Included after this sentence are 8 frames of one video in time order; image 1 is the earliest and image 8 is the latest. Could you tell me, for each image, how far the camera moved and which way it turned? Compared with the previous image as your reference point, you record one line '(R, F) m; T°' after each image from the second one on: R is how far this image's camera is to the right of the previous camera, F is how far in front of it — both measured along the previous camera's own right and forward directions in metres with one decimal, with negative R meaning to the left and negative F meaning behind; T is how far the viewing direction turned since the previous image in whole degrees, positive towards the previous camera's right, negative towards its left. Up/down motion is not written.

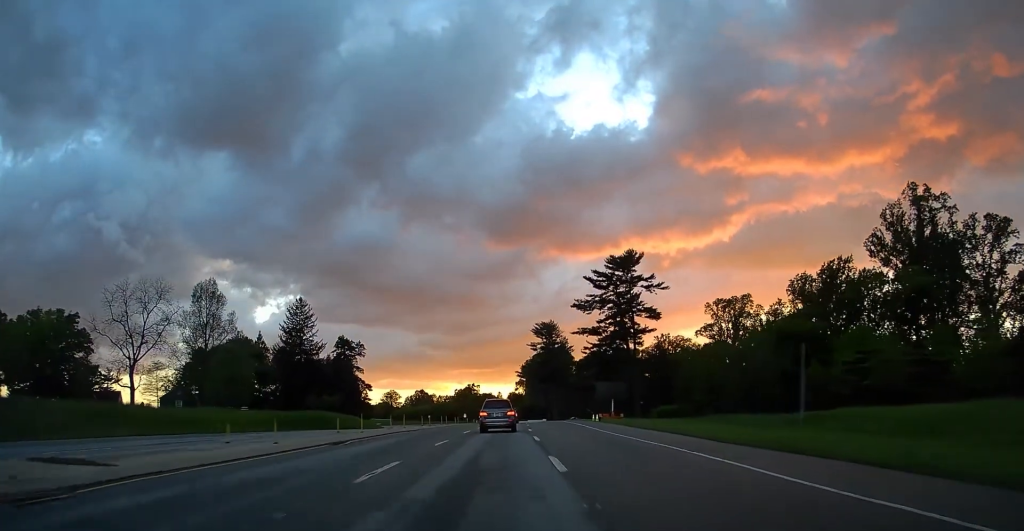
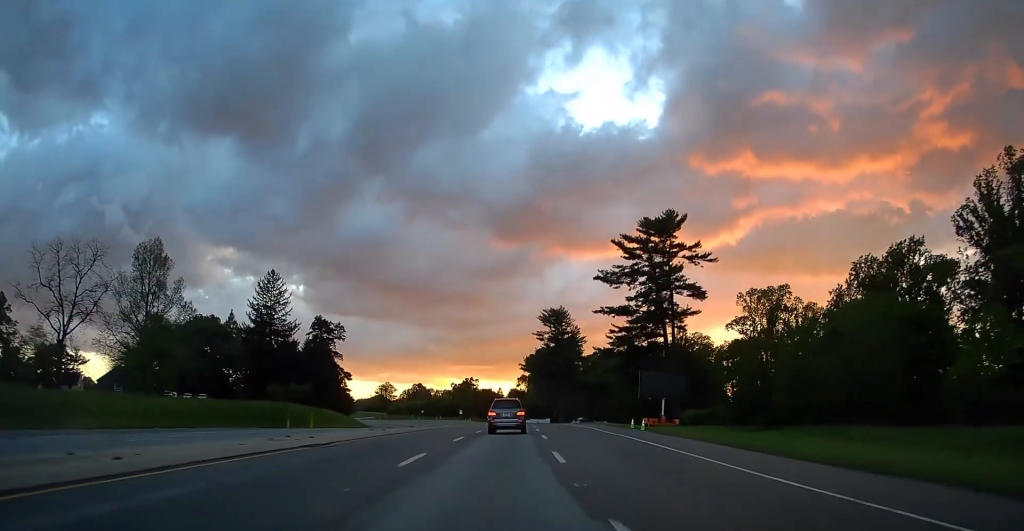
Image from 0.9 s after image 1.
(+0.1, +21.4) m; 0°
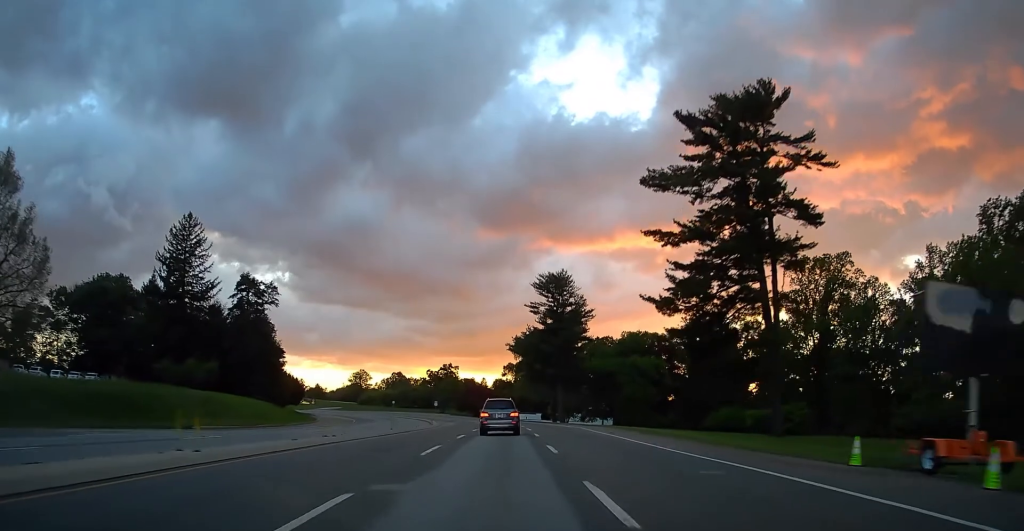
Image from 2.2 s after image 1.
(0.0, +33.0) m; 0°
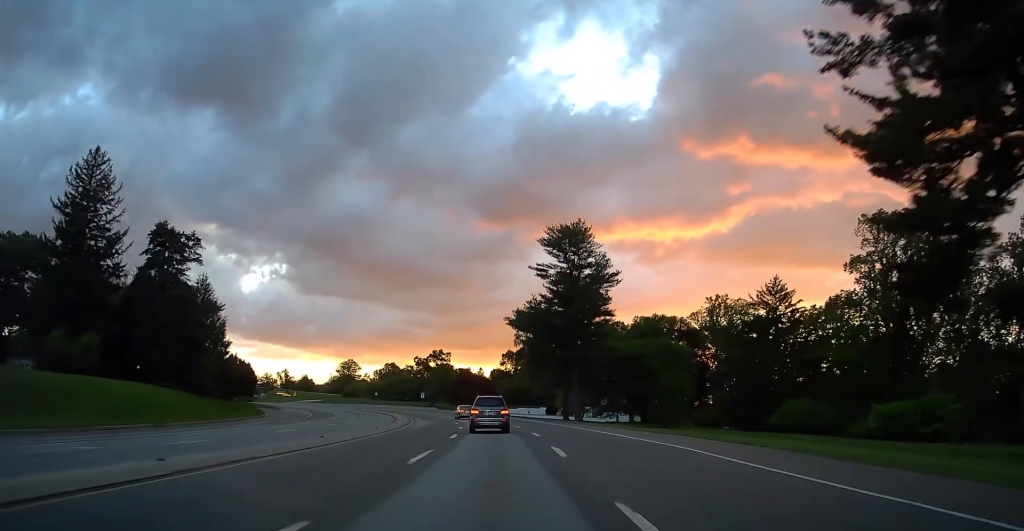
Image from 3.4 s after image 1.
(0.0, +27.1) m; -1°
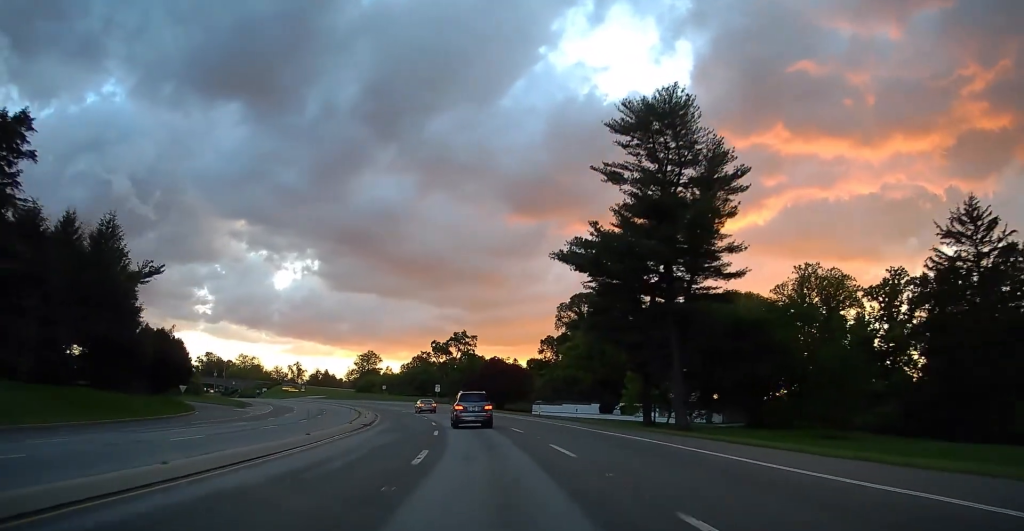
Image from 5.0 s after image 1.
(-1.0, +37.7) m; -4°
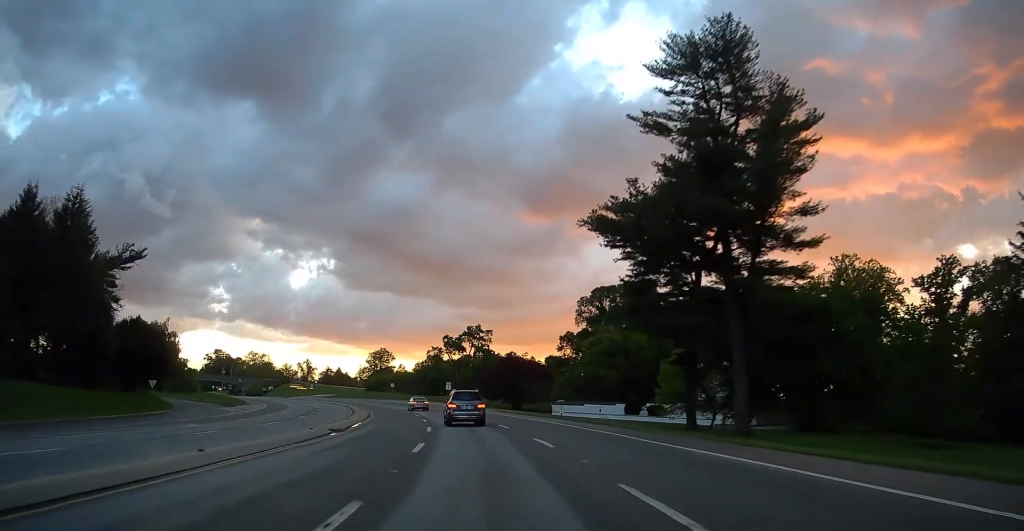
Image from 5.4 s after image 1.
(0.0, +10.2) m; -2°
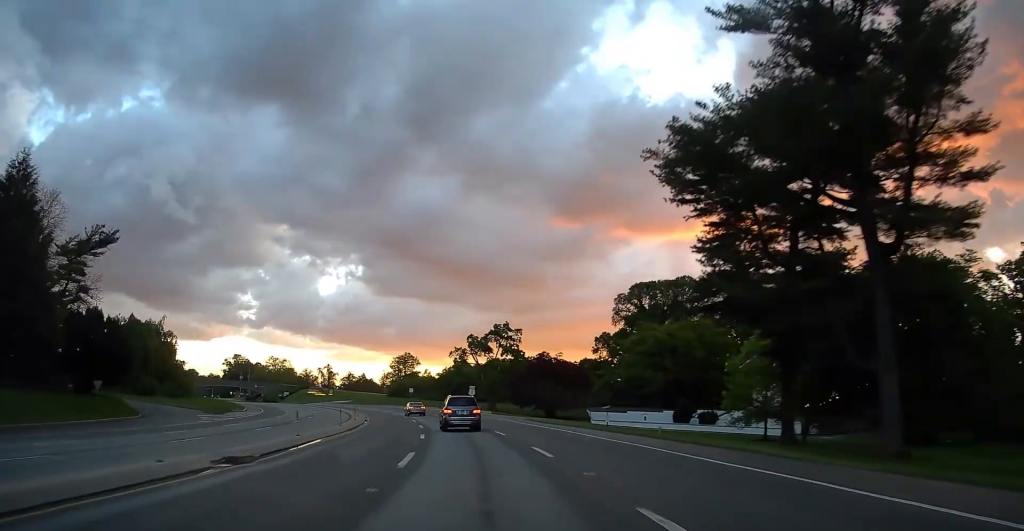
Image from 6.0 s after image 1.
(-0.4, +14.1) m; -3°
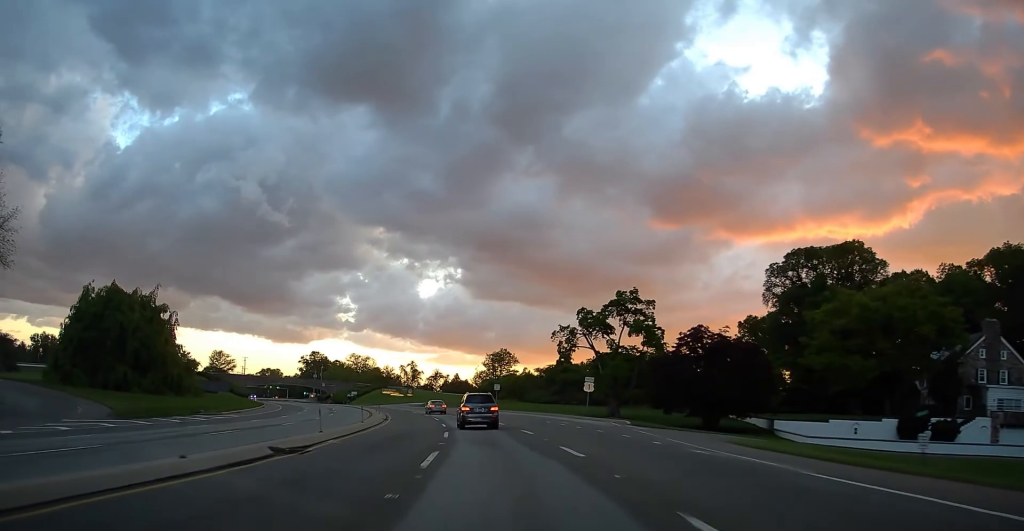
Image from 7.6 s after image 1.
(-2.9, +37.7) m; -9°
